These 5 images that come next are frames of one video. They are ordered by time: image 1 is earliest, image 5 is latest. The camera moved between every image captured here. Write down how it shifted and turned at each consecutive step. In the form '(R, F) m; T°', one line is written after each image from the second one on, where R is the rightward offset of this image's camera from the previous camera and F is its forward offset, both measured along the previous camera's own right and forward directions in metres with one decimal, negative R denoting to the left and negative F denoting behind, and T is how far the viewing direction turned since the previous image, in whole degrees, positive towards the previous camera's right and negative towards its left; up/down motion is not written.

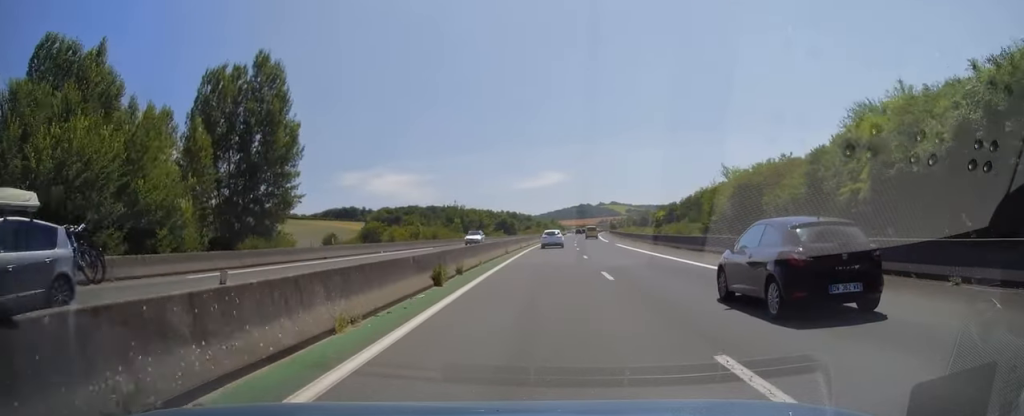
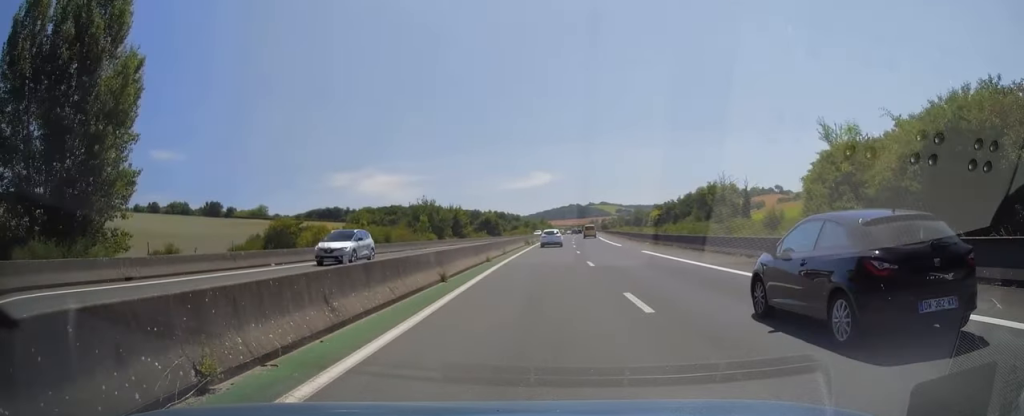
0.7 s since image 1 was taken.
(0.0, +19.7) m; +1°
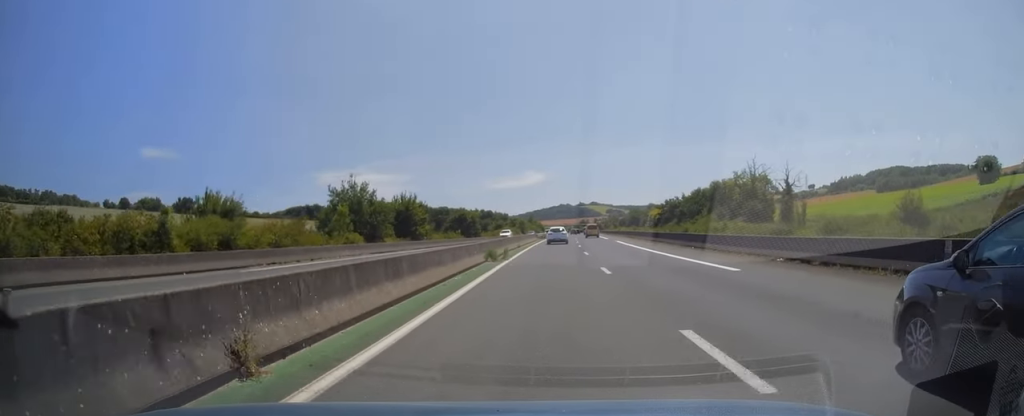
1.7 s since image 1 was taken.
(+0.4, +31.1) m; +2°
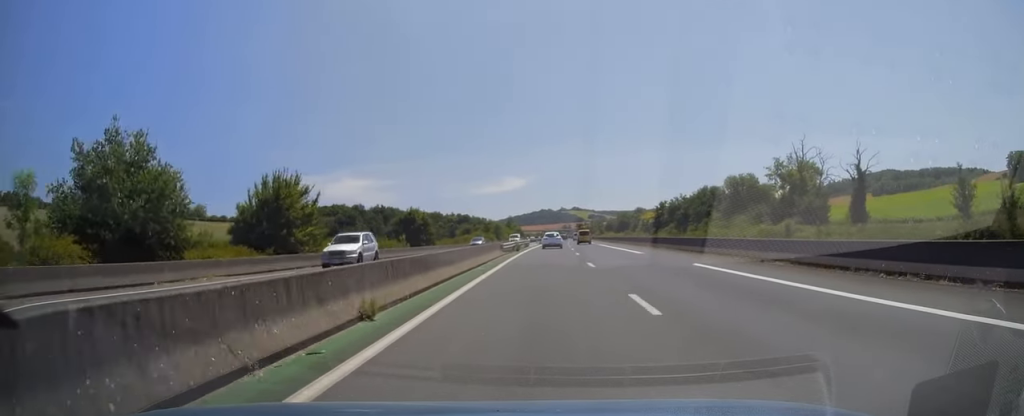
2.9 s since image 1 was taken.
(+0.6, +34.7) m; +1°
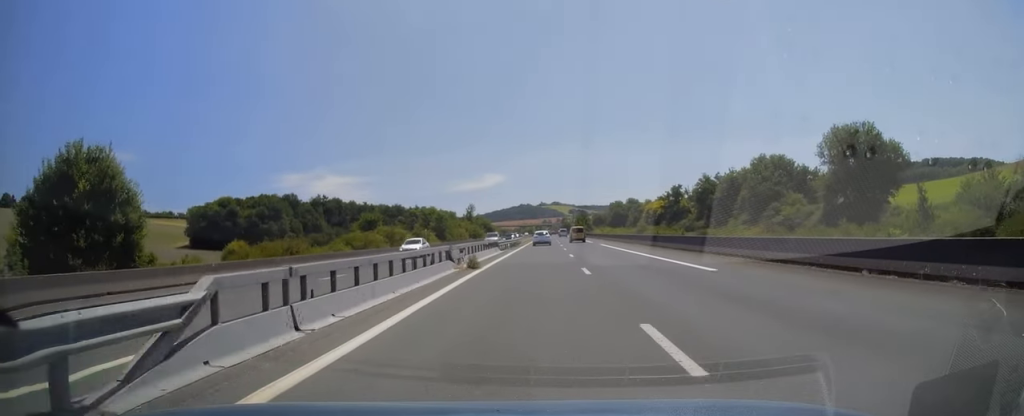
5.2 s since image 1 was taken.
(+0.6, +69.3) m; +1°
